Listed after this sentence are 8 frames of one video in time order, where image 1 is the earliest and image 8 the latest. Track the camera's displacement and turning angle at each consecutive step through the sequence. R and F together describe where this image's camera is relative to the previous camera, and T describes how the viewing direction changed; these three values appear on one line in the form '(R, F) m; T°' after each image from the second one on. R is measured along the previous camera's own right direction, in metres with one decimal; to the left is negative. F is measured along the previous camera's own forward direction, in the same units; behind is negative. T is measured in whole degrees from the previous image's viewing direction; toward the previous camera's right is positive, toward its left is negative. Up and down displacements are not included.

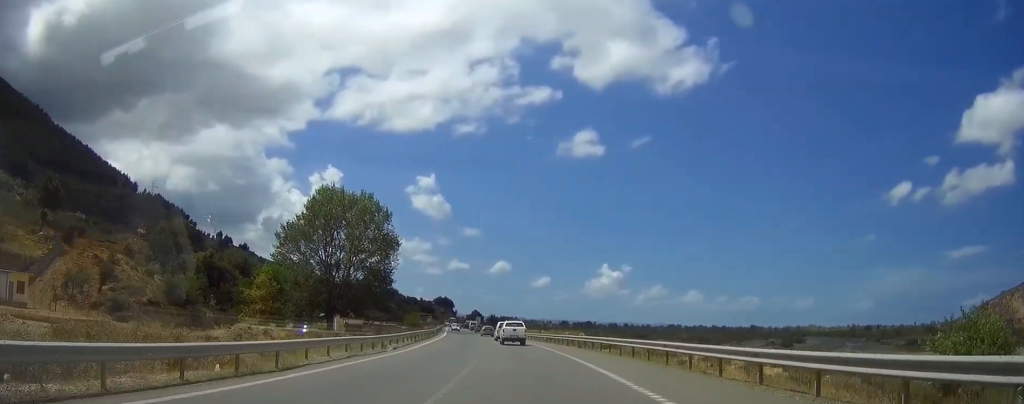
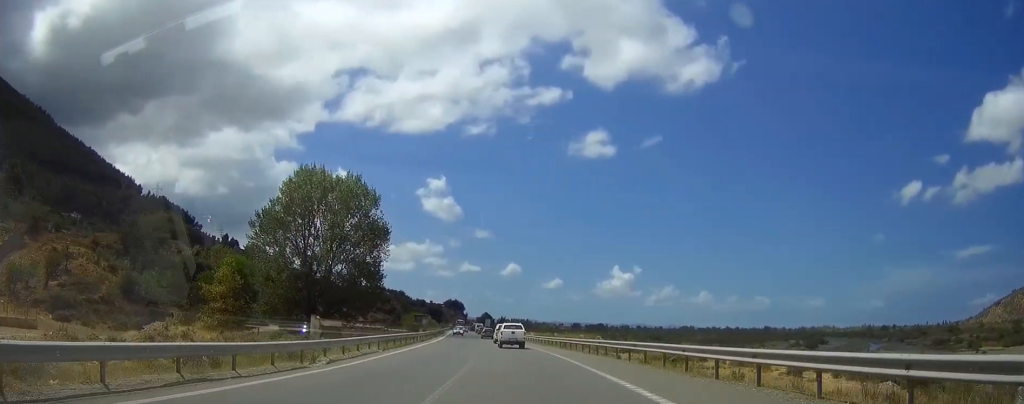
(-0.2, +14.8) m; -1°
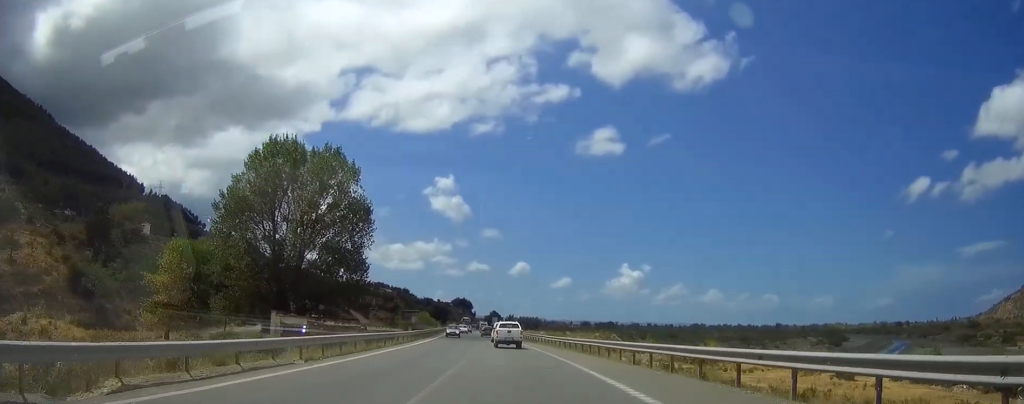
(-0.2, +14.2) m; -1°
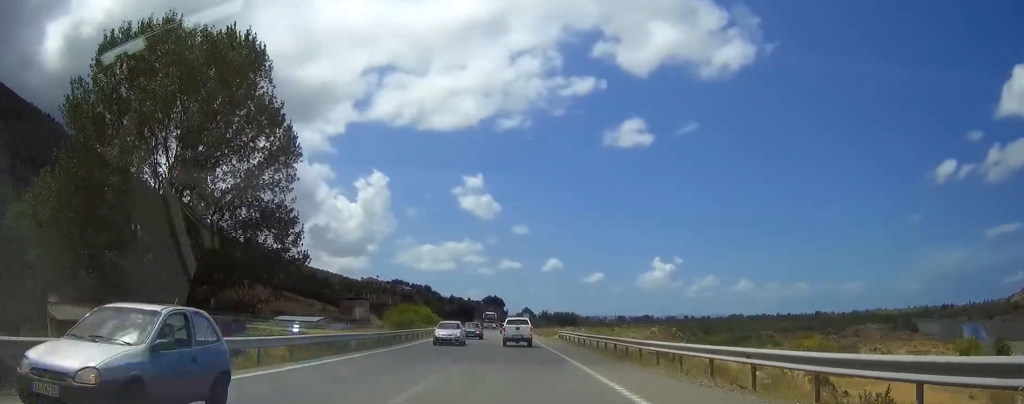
(-0.9, +35.3) m; -3°
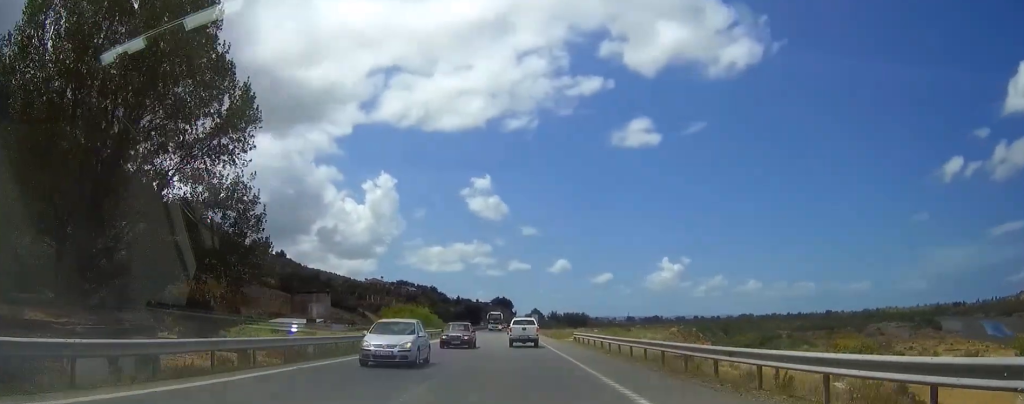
(0.0, +10.3) m; -1°
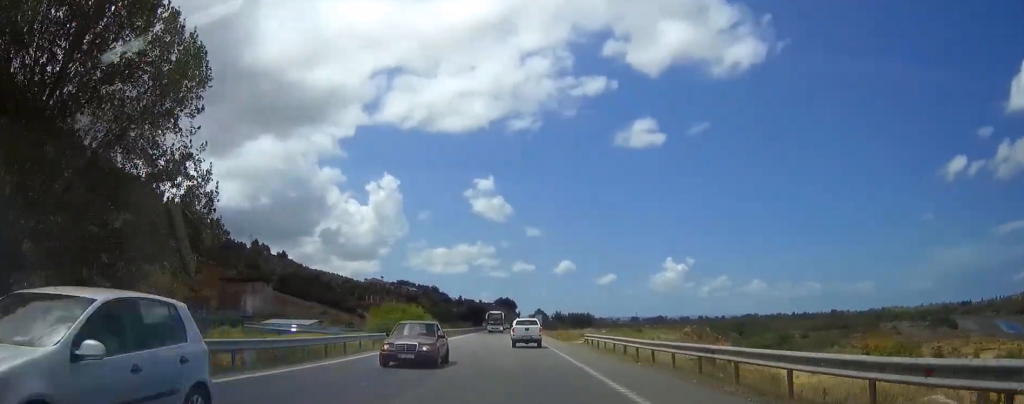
(-0.1, +8.1) m; 0°
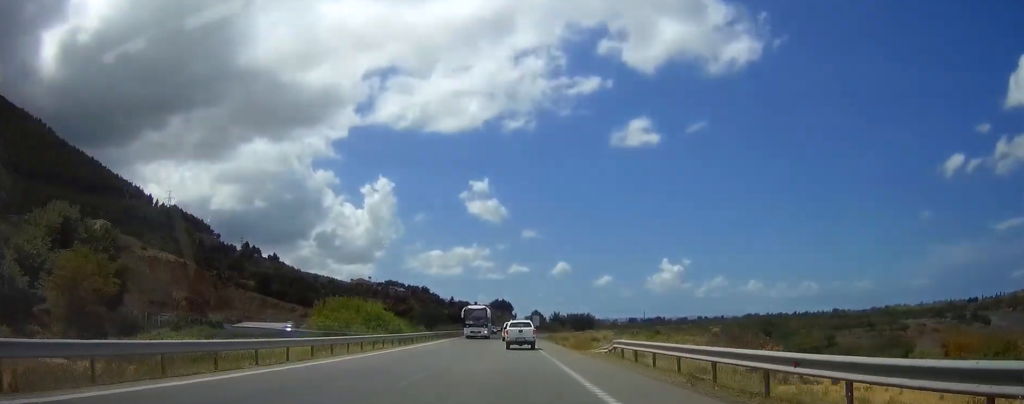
(-0.2, +18.8) m; 0°
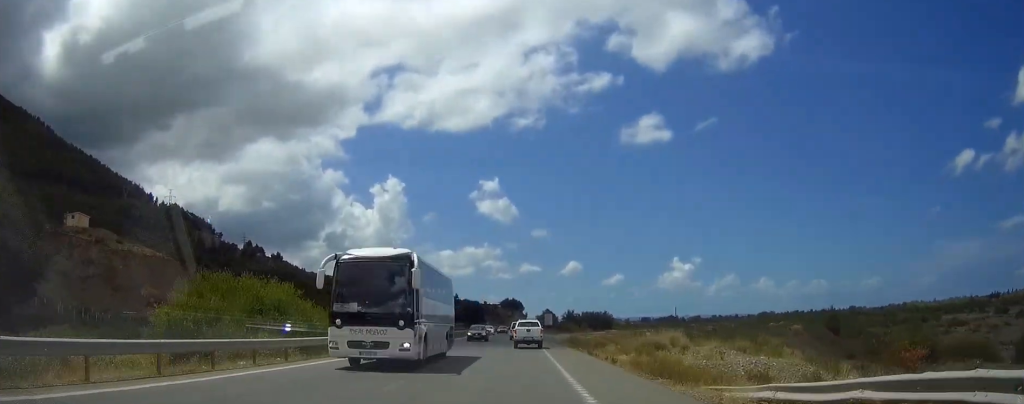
(+0.1, +24.9) m; 0°
